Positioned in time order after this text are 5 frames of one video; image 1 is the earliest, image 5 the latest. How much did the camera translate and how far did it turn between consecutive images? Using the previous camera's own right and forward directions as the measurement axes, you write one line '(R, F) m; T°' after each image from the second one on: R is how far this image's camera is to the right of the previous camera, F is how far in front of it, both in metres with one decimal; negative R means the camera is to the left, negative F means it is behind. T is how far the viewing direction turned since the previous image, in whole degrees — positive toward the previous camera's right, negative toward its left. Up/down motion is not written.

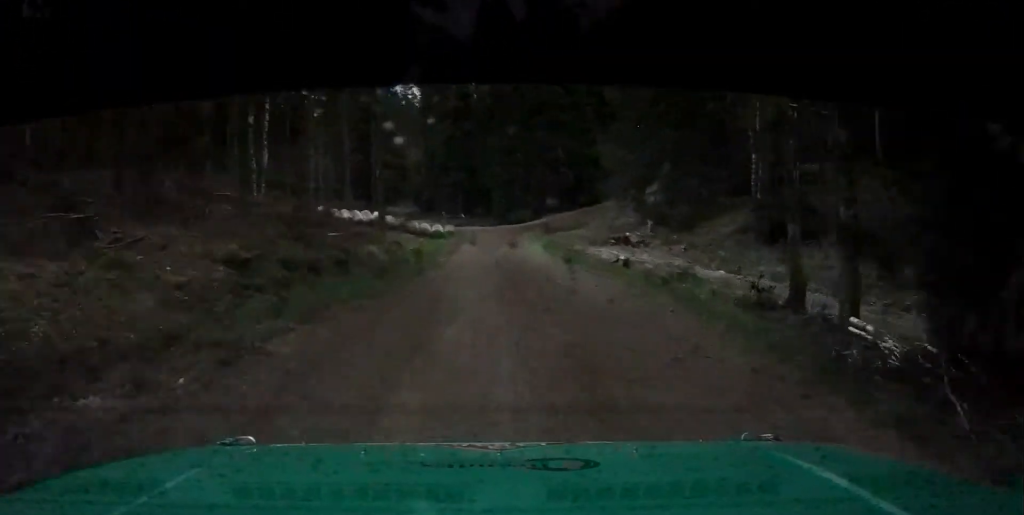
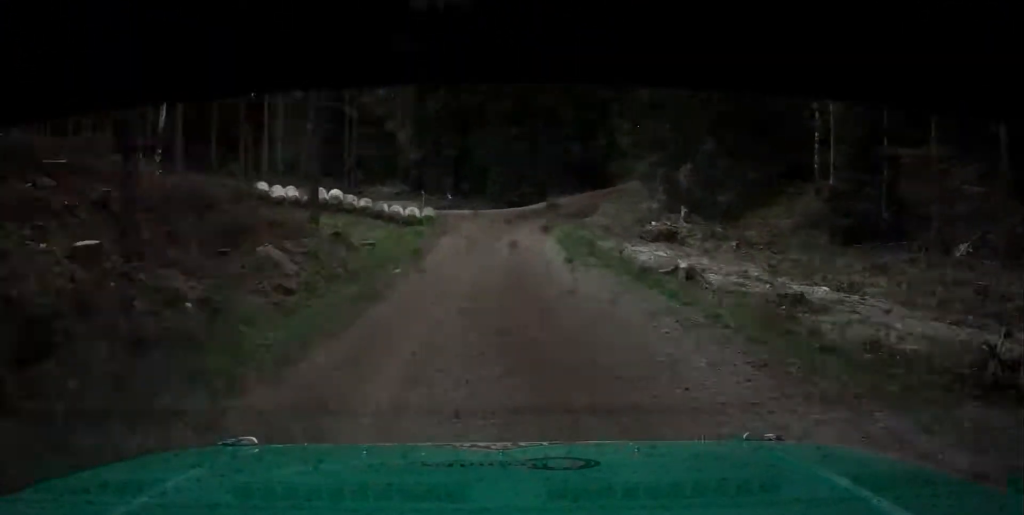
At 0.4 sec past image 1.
(-0.1, +12.2) m; 0°
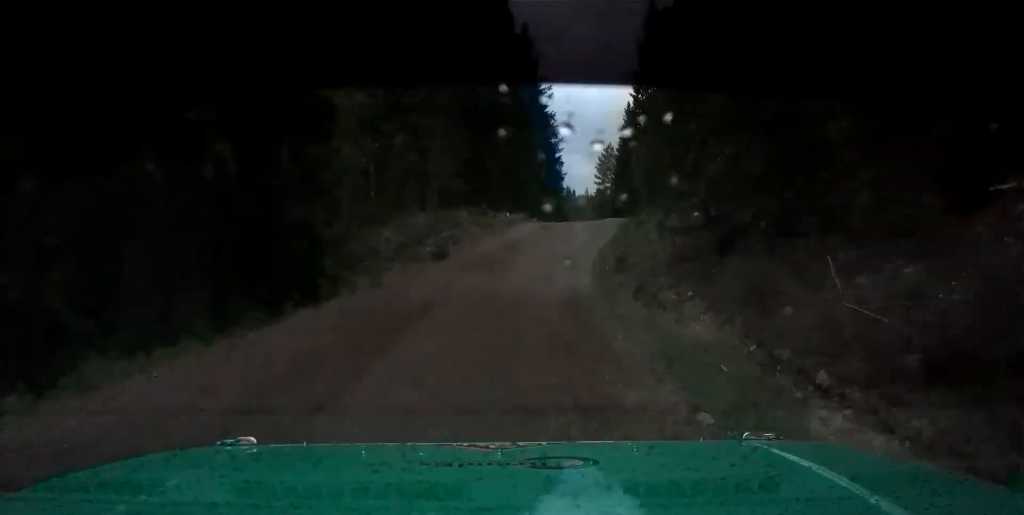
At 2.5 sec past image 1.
(+4.4, +55.7) m; +13°
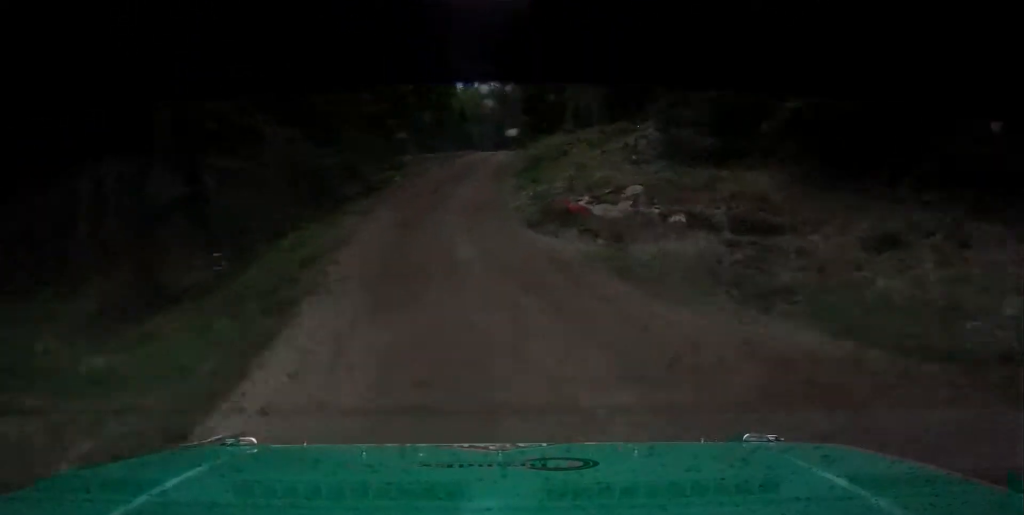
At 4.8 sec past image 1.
(+9.6, +45.2) m; +22°
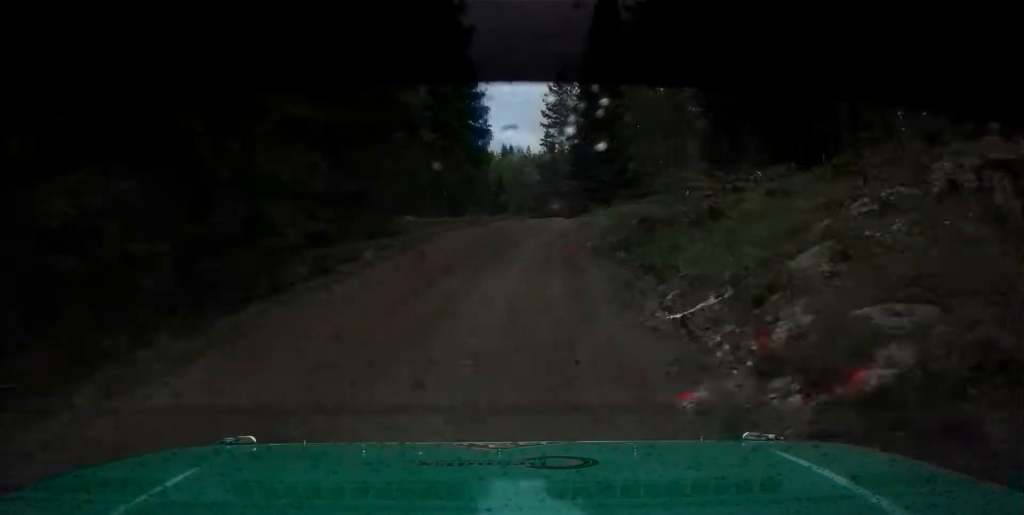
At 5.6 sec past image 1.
(+0.6, +14.4) m; +1°
